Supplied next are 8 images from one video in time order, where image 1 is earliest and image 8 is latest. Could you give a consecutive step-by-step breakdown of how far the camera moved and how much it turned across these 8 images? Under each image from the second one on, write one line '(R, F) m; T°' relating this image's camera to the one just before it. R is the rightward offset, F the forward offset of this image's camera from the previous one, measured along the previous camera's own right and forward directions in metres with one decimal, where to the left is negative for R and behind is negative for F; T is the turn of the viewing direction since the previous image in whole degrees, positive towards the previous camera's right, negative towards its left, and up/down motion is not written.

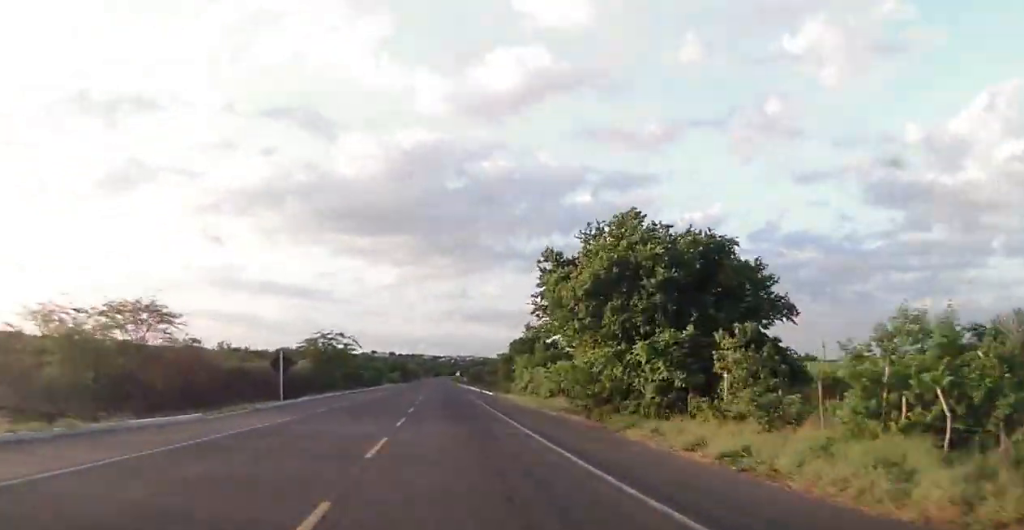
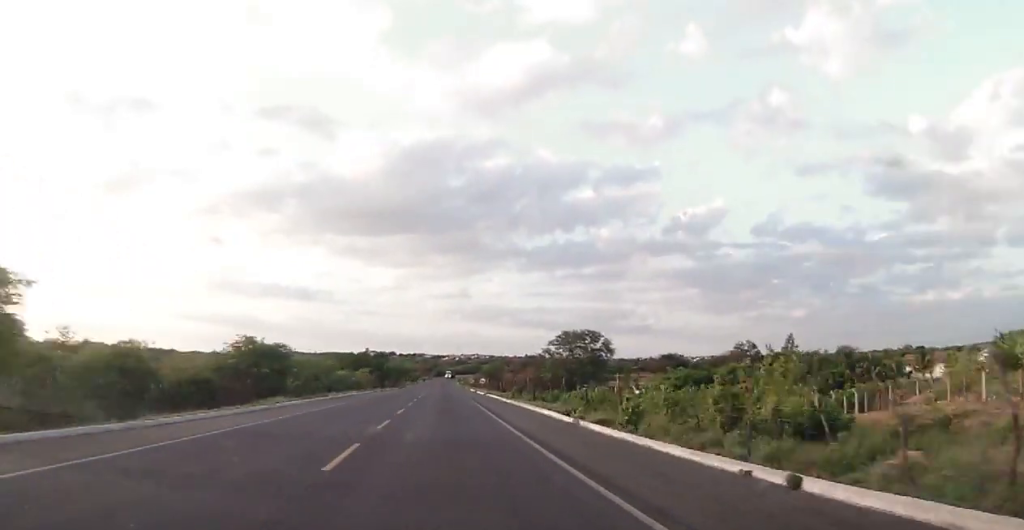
(+0.2, +72.0) m; +1°
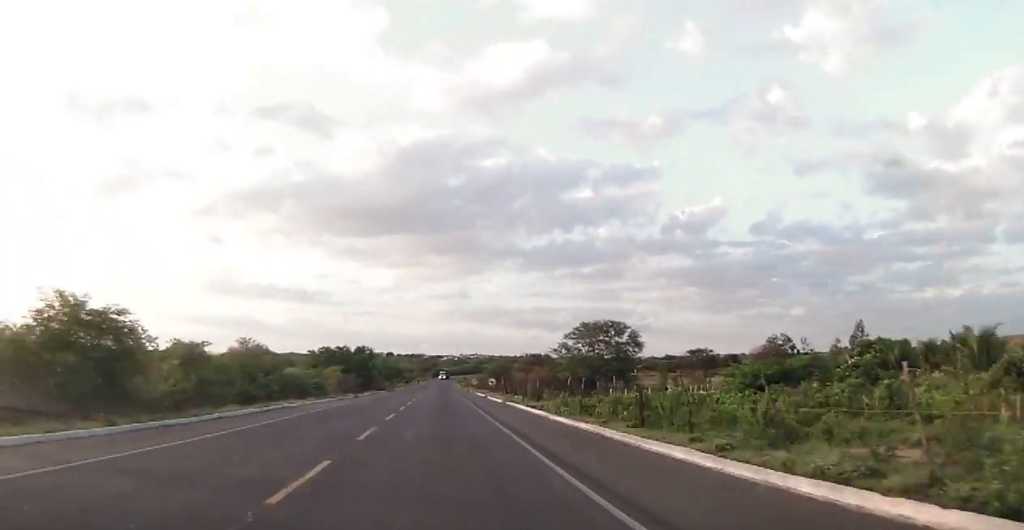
(+0.4, +24.4) m; 0°
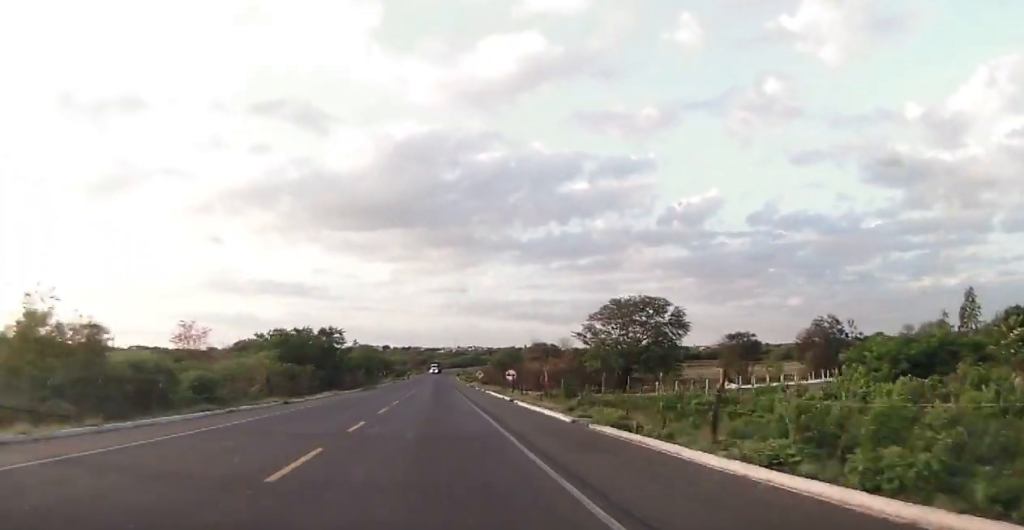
(-0.4, +27.4) m; -1°
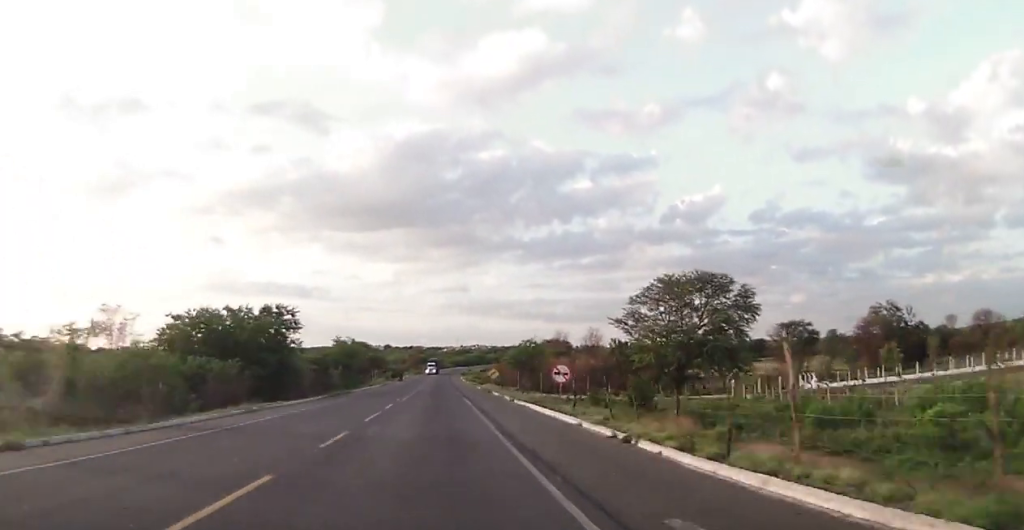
(-0.1, +24.4) m; 0°
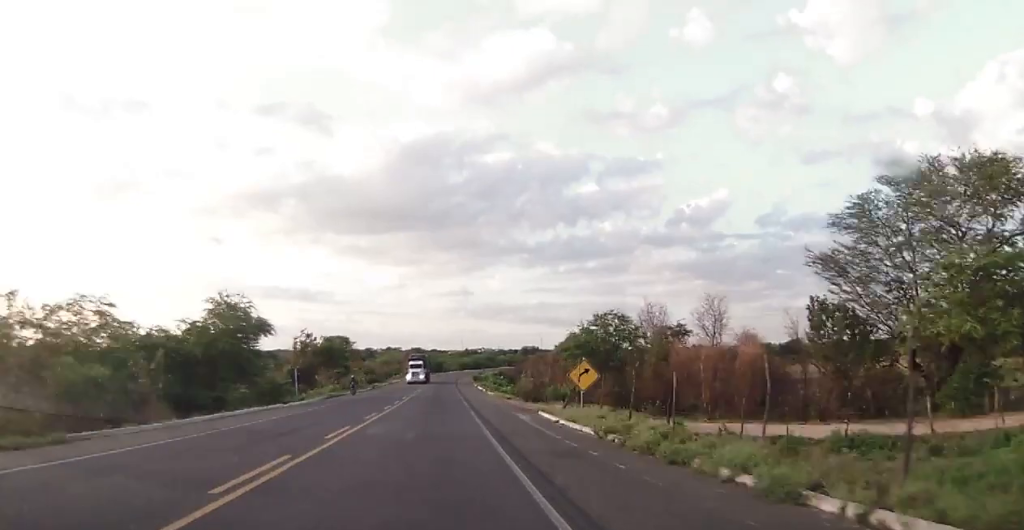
(+0.3, +50.0) m; +1°
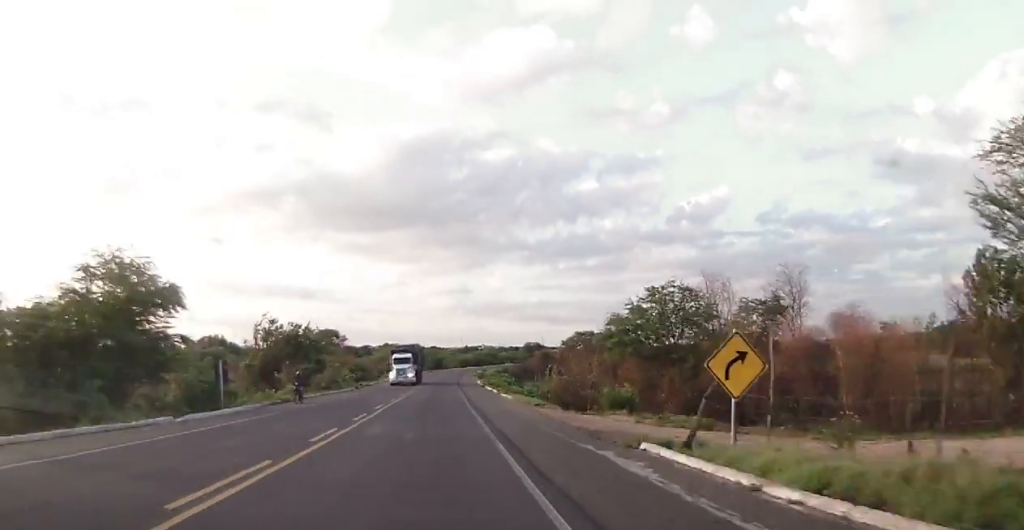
(+0.3, +15.4) m; 0°
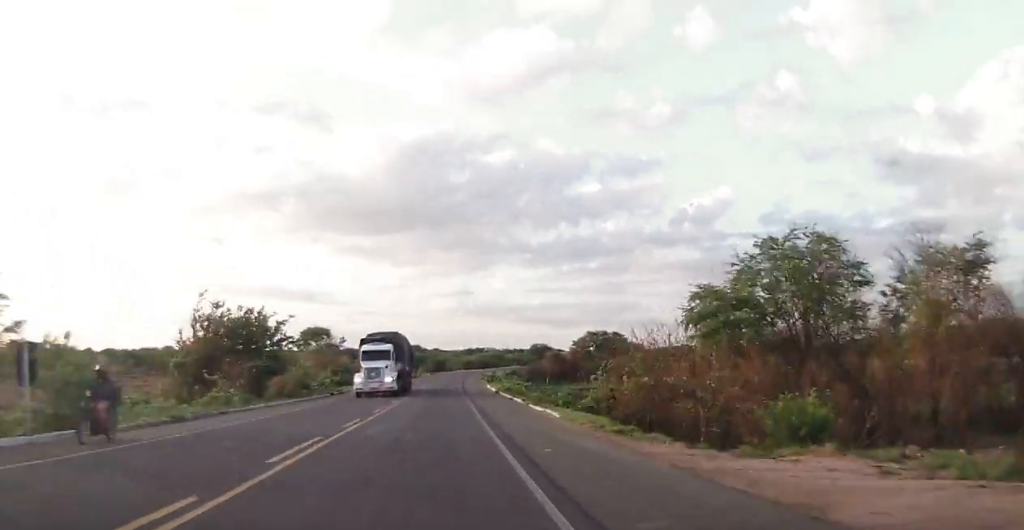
(0.0, +15.4) m; 0°
